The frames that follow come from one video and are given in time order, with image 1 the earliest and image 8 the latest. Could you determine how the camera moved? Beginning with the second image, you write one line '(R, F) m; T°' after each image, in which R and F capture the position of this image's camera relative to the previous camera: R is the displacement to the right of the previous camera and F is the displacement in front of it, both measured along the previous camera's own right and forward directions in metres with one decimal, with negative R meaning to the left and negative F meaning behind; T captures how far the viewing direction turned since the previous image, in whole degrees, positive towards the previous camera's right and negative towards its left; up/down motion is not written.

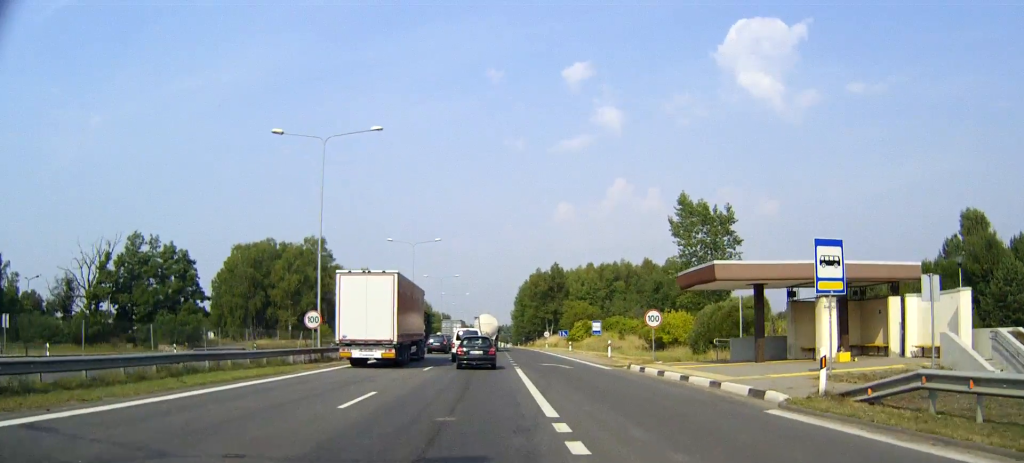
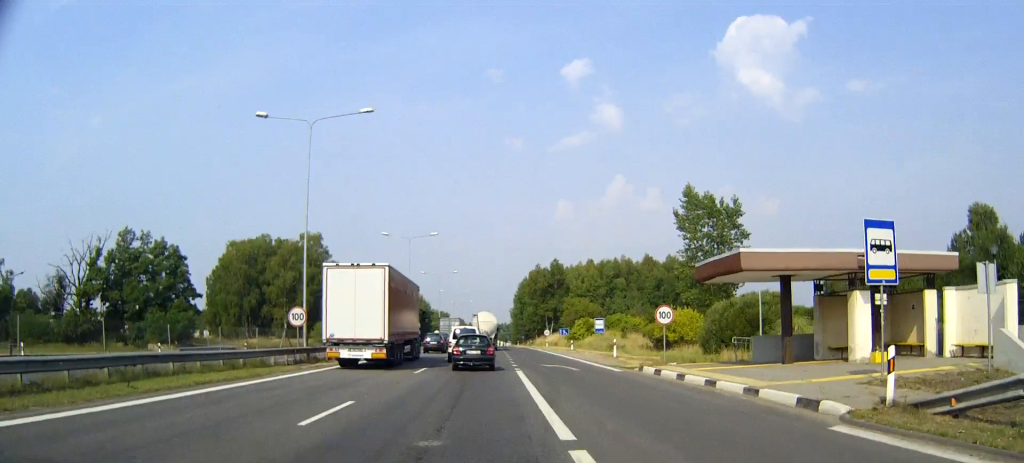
(0.0, +2.4) m; -1°
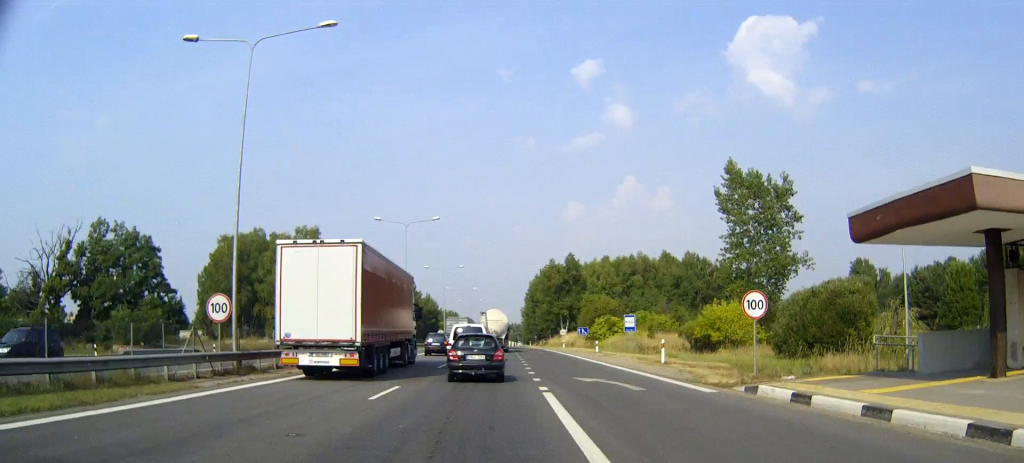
(-0.2, +9.3) m; 0°
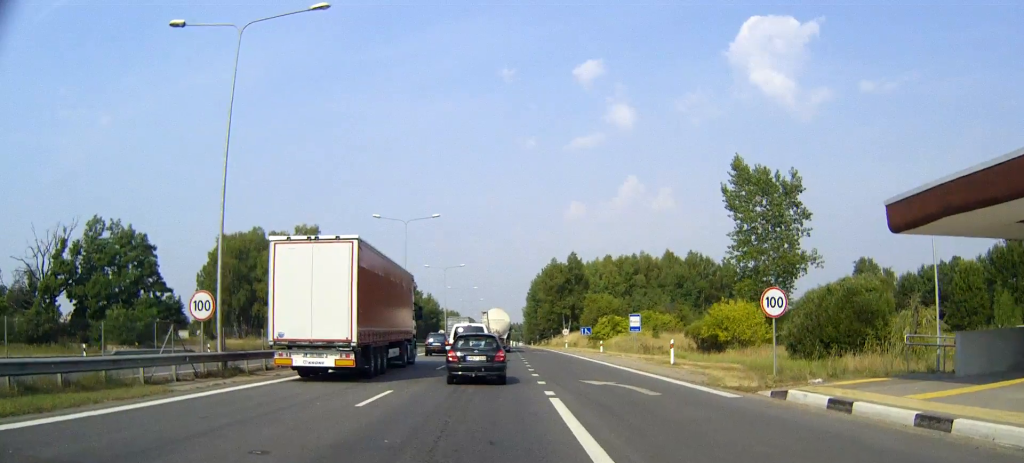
(0.0, +1.3) m; 0°
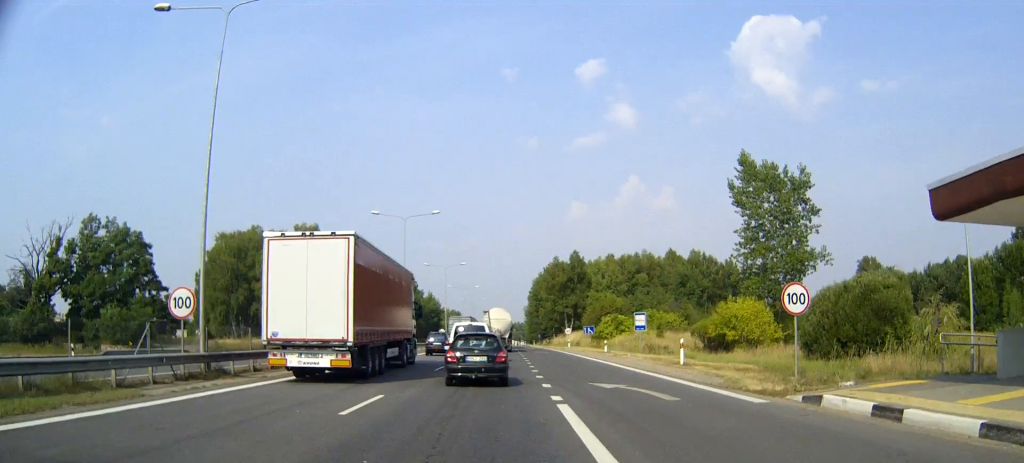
(0.0, +1.2) m; 0°
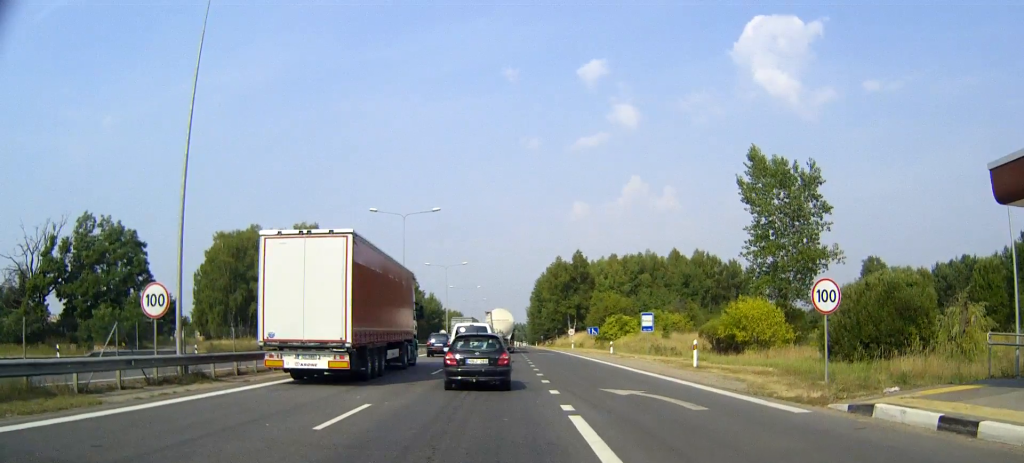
(0.0, +1.6) m; +1°
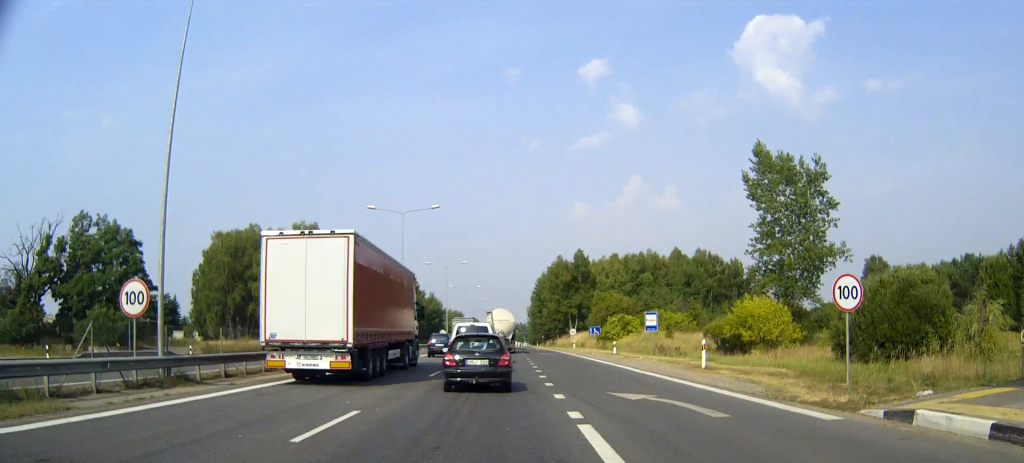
(0.0, +1.0) m; 0°
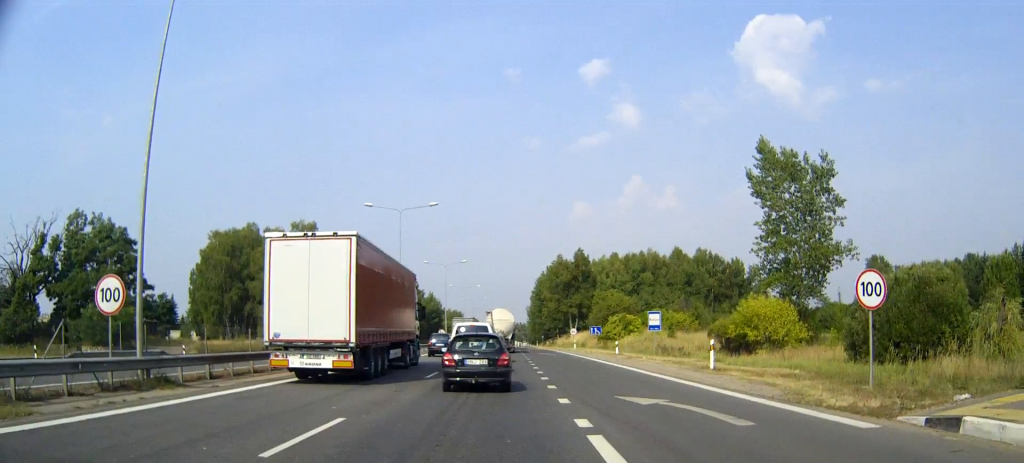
(0.0, +0.9) m; 0°
